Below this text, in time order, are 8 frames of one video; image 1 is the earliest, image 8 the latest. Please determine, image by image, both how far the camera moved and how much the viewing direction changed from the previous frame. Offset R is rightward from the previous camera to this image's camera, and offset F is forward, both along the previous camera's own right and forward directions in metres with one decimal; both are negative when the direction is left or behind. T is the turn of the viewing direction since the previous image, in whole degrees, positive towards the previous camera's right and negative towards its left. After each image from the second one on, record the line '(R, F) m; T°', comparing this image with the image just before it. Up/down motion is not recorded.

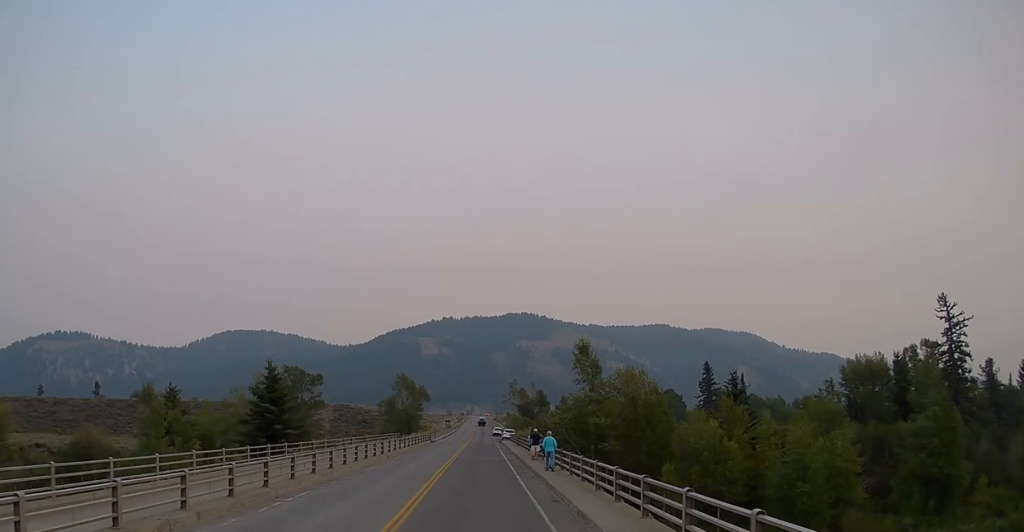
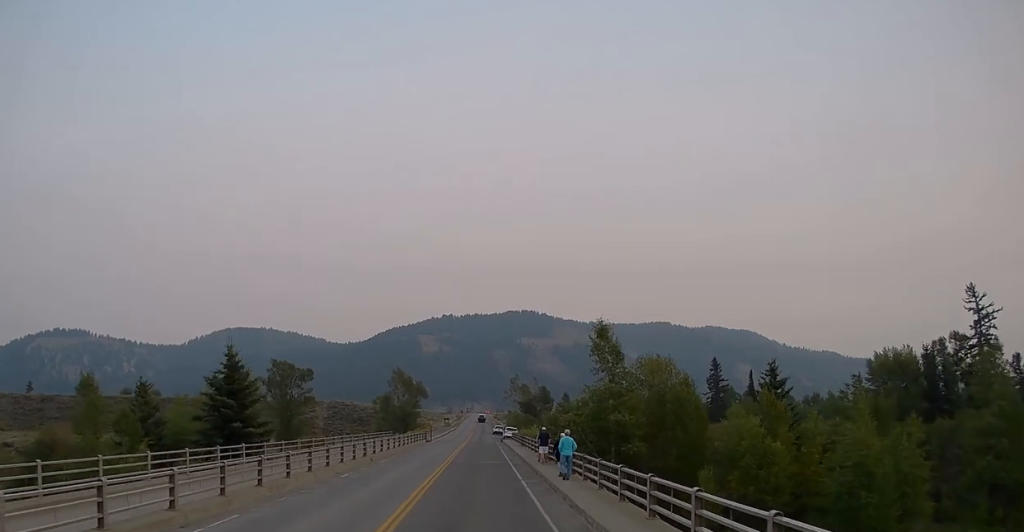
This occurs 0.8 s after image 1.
(-0.3, +7.3) m; -1°
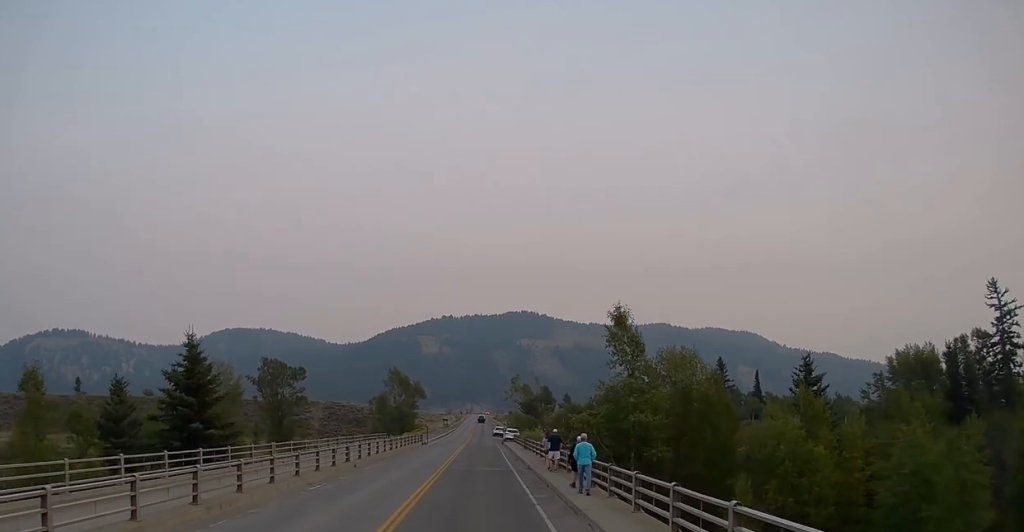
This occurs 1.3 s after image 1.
(0.0, +4.9) m; 0°
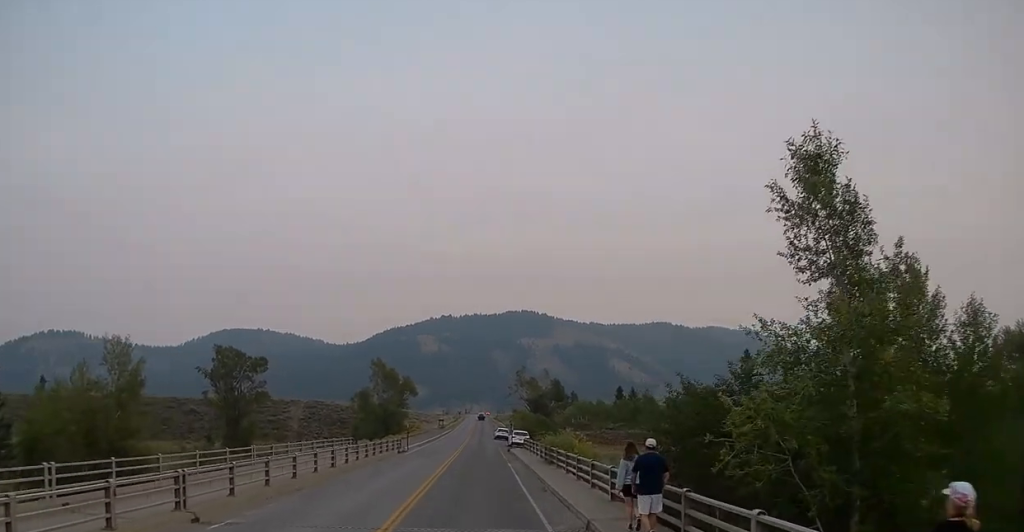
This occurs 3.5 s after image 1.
(+0.4, +19.2) m; +3°
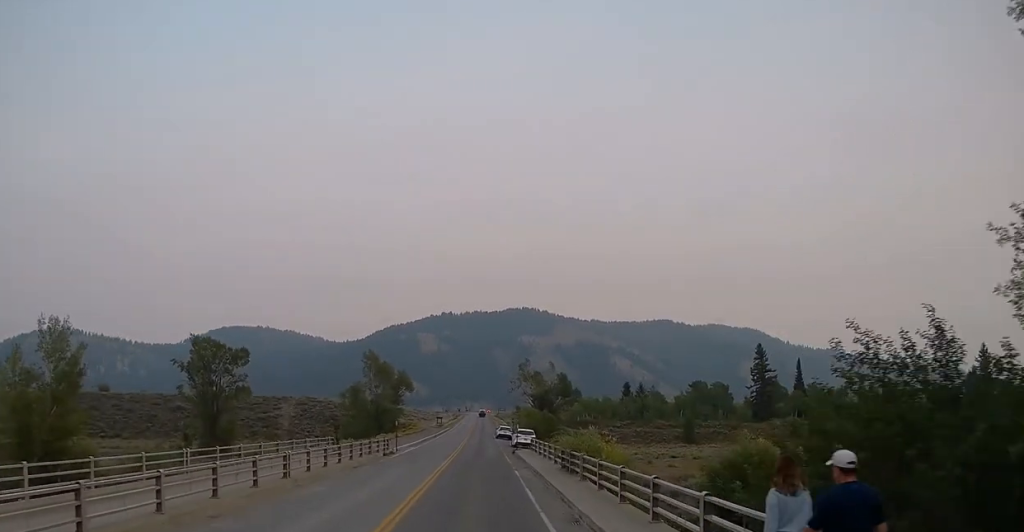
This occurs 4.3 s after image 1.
(+0.1, +7.5) m; -1°
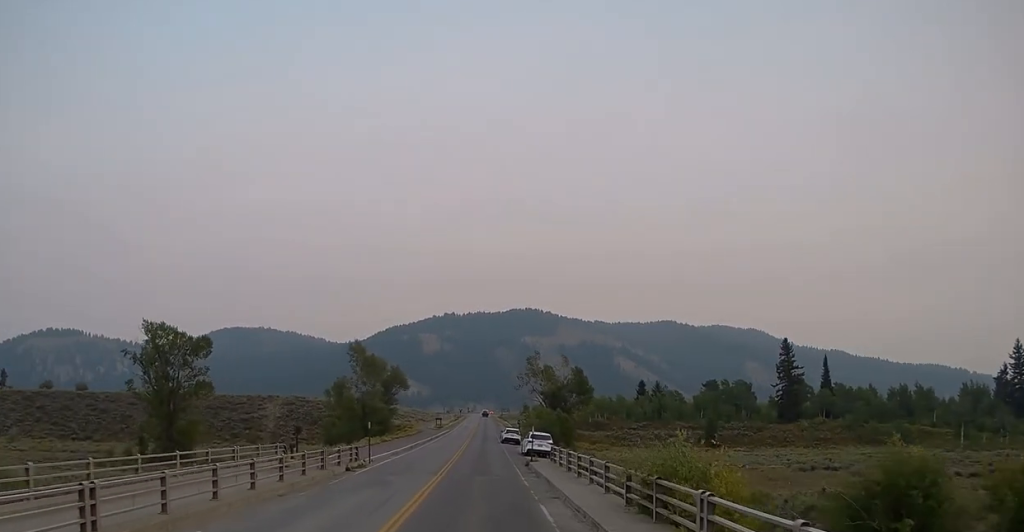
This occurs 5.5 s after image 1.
(-0.2, +13.2) m; -1°
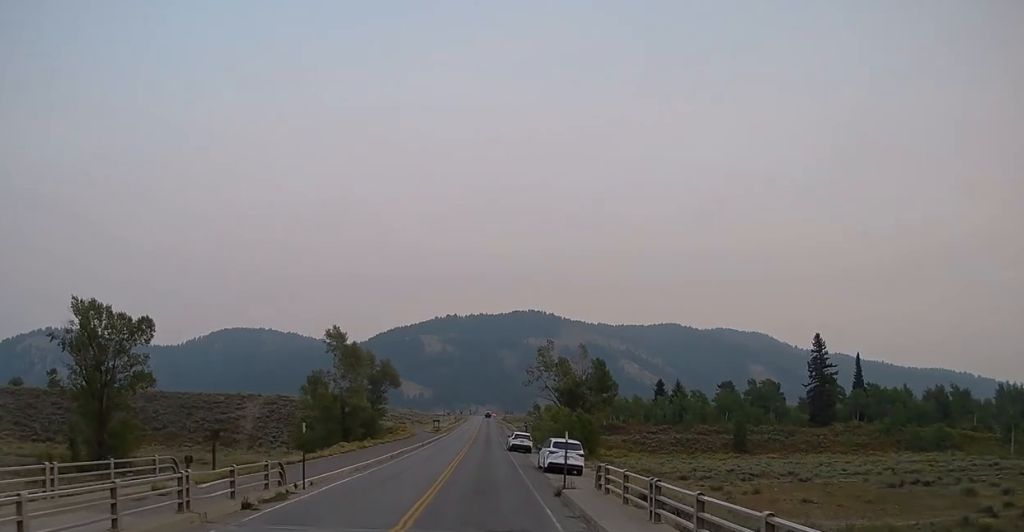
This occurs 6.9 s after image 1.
(0.0, +14.4) m; -1°
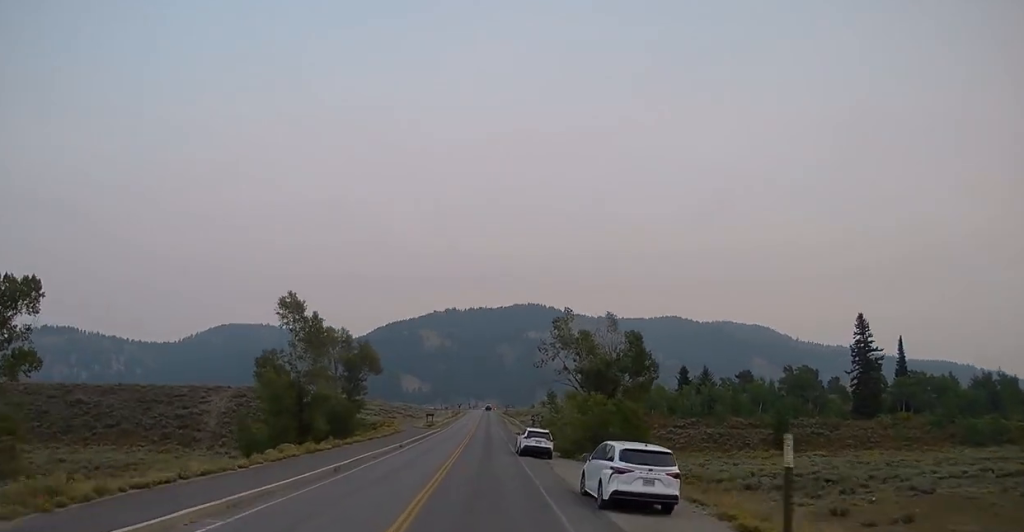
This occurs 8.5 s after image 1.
(-0.3, +16.4) m; 0°
